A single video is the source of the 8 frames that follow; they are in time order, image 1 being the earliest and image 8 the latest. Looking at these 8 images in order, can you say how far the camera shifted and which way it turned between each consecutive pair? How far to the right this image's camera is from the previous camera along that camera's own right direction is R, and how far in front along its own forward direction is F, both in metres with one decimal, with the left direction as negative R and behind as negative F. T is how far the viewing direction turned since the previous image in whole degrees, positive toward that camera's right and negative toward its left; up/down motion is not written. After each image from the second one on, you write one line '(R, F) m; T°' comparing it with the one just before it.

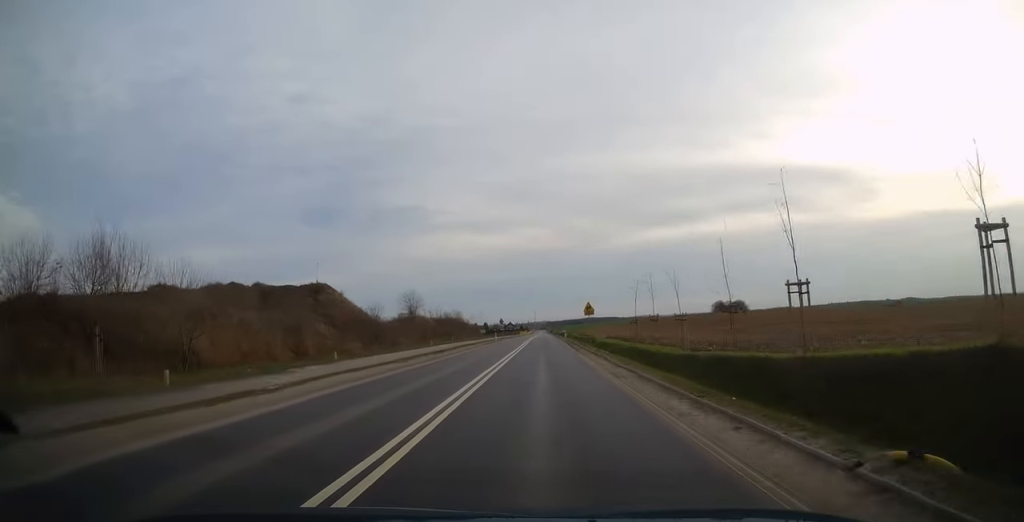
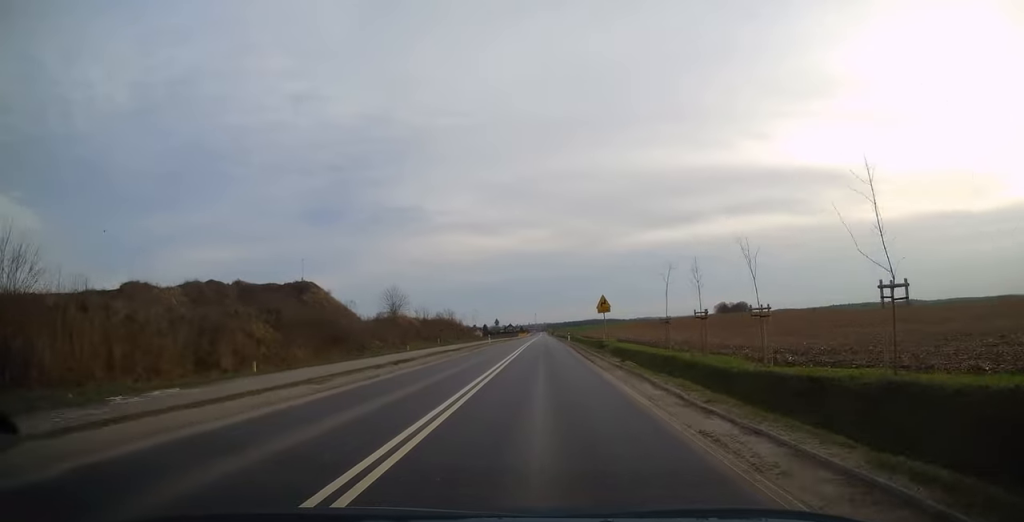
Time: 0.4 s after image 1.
(0.0, +10.5) m; 0°
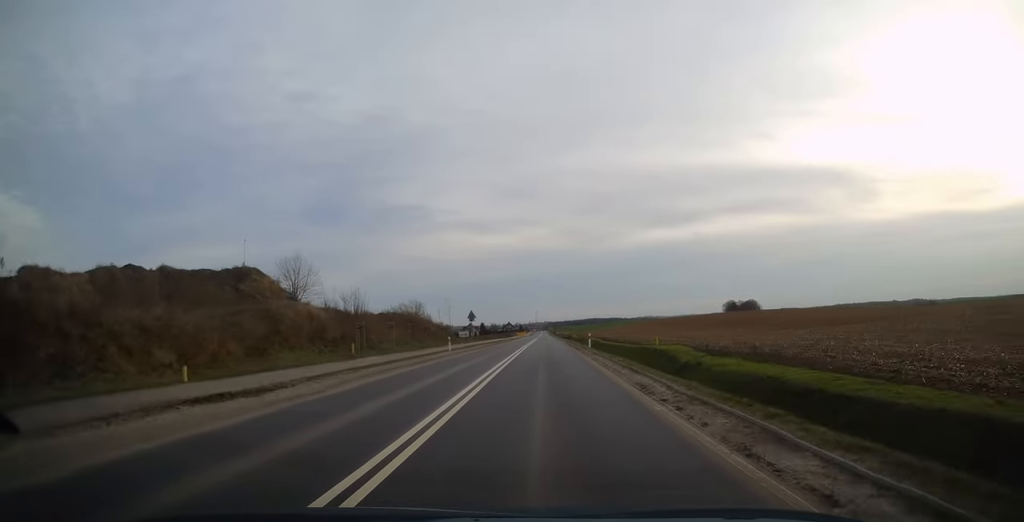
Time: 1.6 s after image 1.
(0.0, +31.3) m; 0°
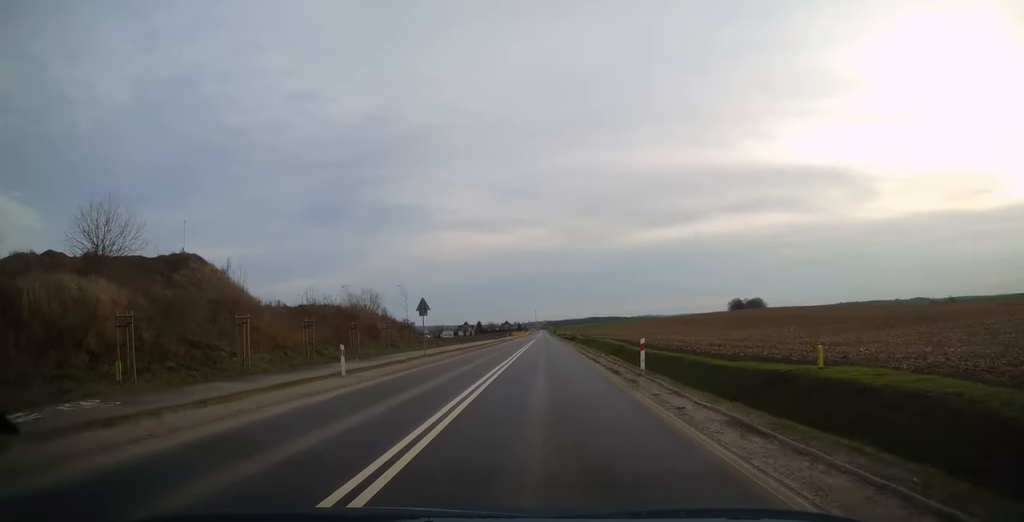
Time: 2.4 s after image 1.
(-0.1, +22.4) m; +1°
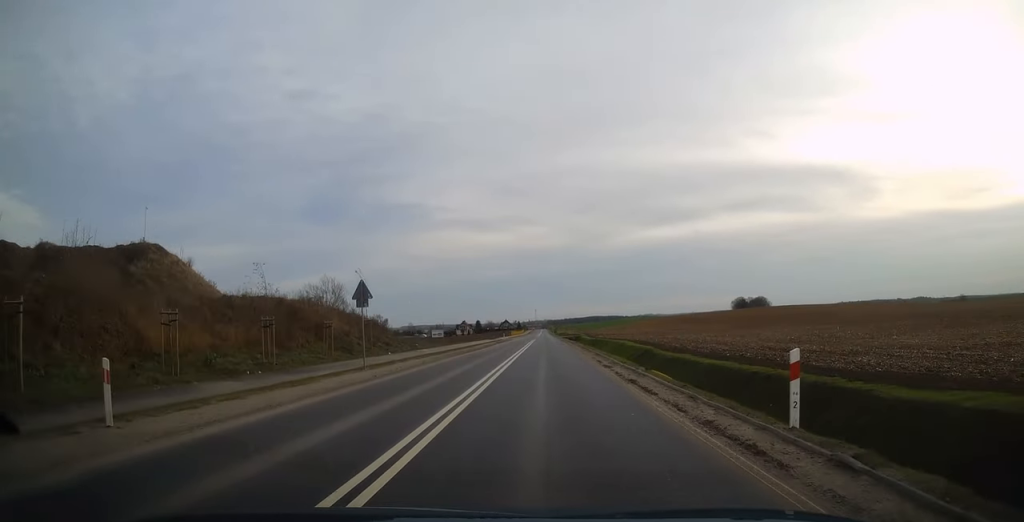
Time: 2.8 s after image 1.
(+0.1, +11.7) m; 0°
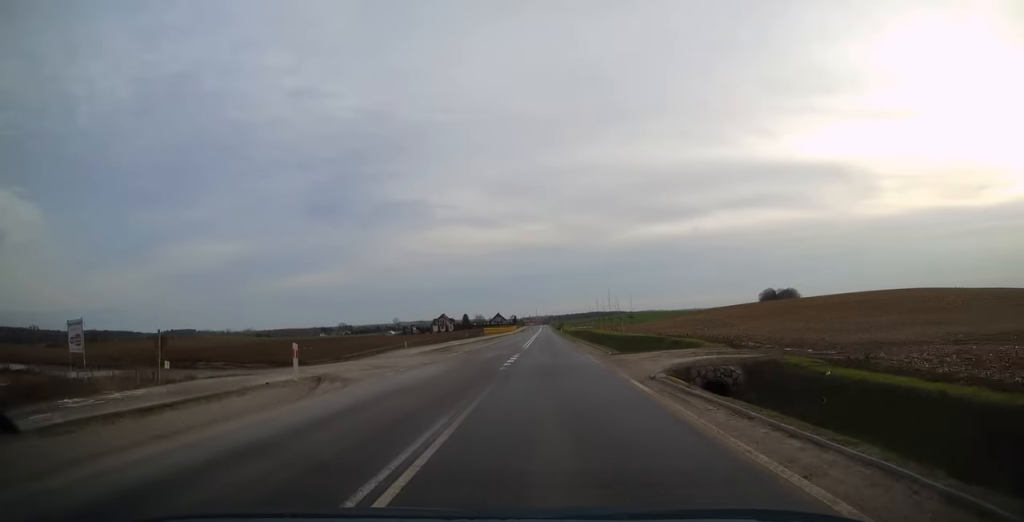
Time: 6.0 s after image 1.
(-0.5, +85.8) m; 0°
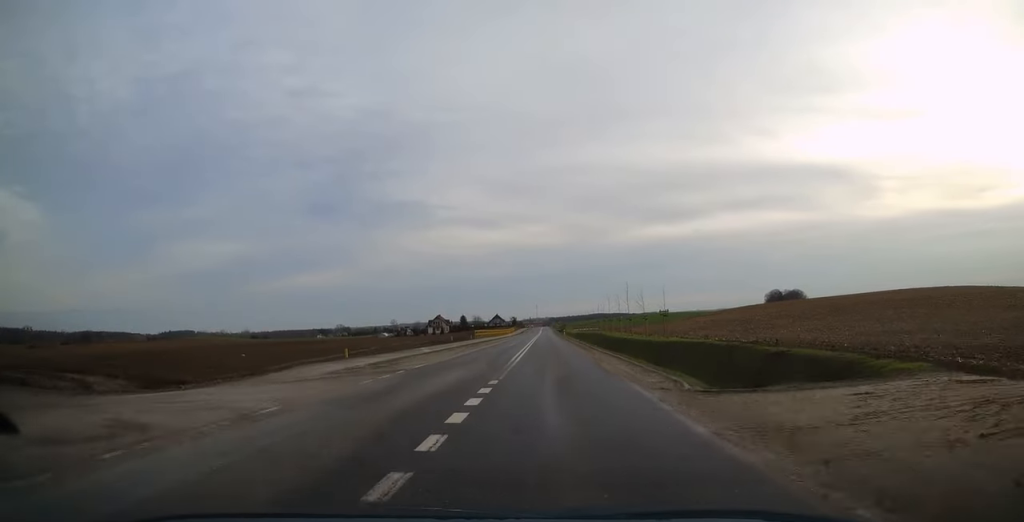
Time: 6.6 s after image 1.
(-0.1, +14.8) m; 0°
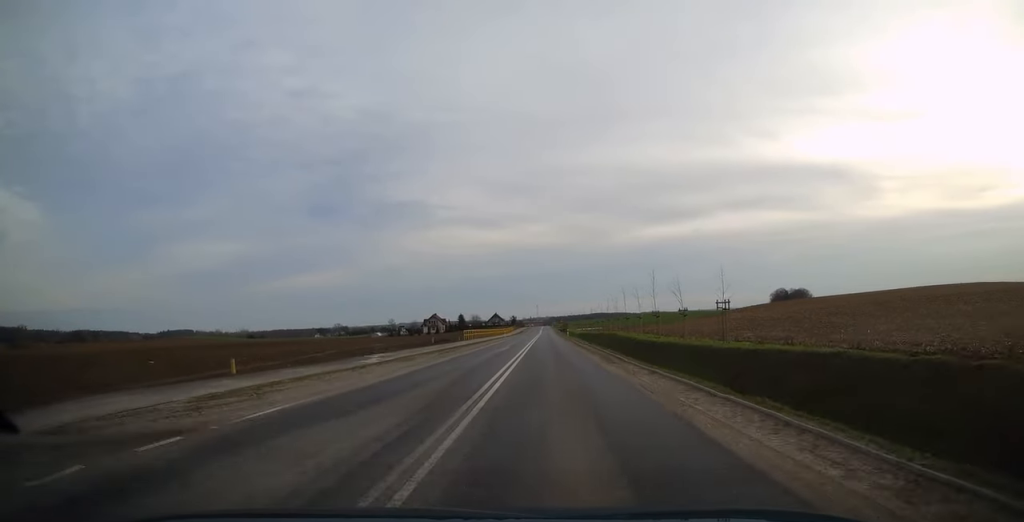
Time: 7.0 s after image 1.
(0.0, +13.0) m; 0°
